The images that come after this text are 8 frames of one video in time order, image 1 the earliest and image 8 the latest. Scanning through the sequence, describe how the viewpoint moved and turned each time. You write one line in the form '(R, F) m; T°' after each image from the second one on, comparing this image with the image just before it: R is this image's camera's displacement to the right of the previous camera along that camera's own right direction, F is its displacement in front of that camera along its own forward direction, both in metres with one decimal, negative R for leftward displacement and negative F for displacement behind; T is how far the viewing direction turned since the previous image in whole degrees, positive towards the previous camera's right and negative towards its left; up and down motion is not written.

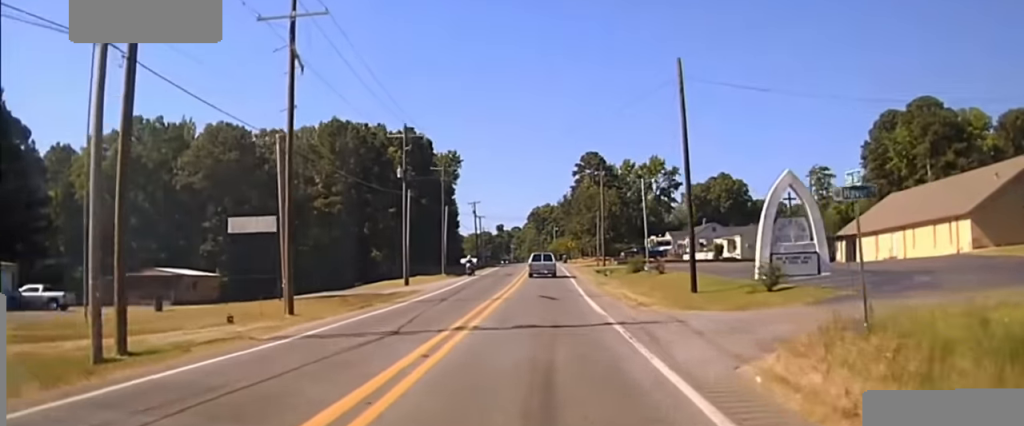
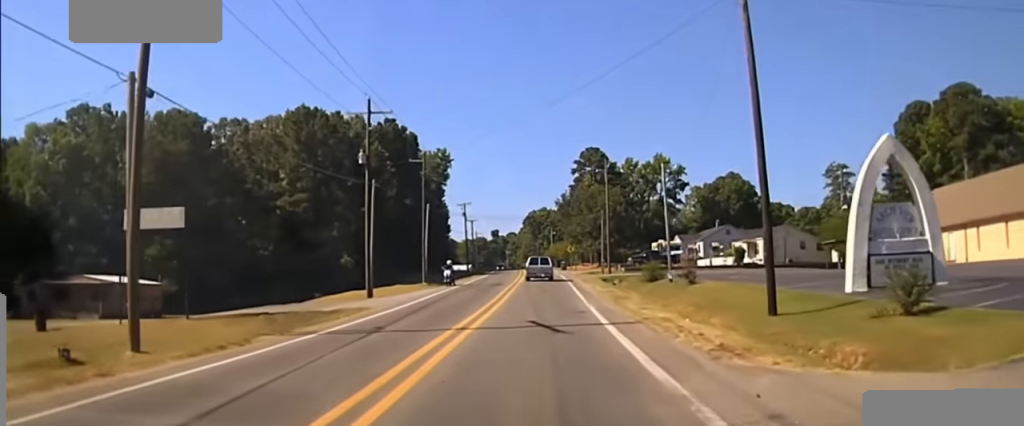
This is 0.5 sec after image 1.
(0.0, +11.3) m; 0°
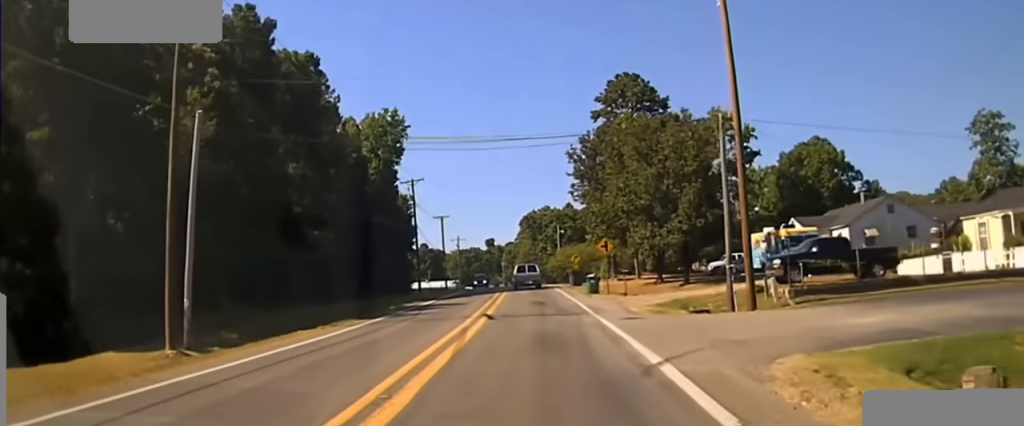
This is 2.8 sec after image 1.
(+0.2, +56.1) m; 0°
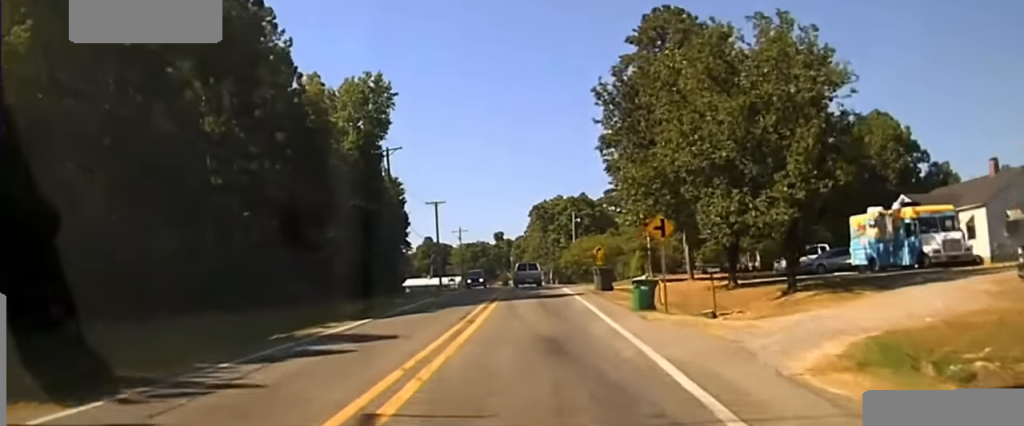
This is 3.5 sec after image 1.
(-0.1, +17.7) m; 0°
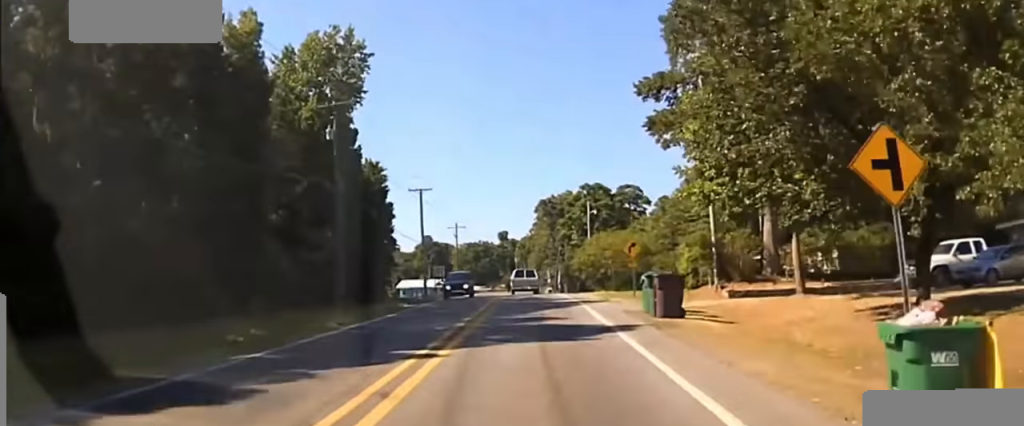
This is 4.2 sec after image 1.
(+0.2, +20.2) m; 0°
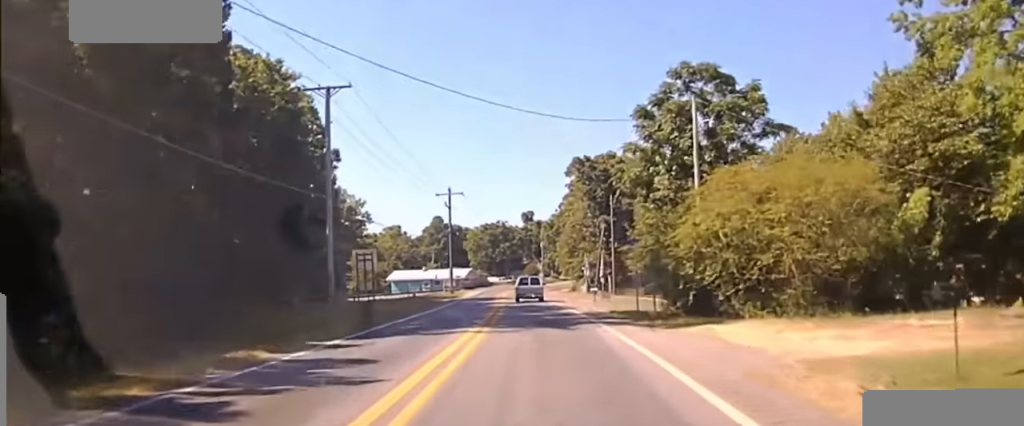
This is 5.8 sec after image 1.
(-0.8, +48.1) m; -3°
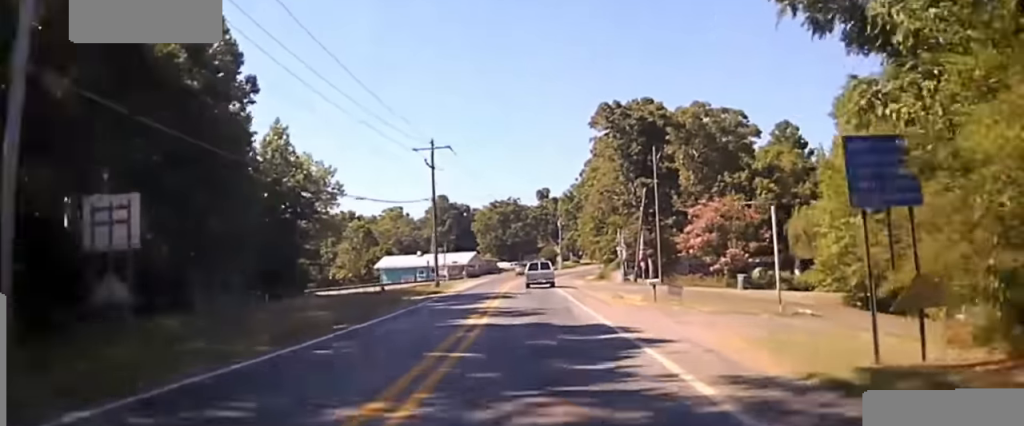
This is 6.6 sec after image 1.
(-0.3, +24.1) m; -1°
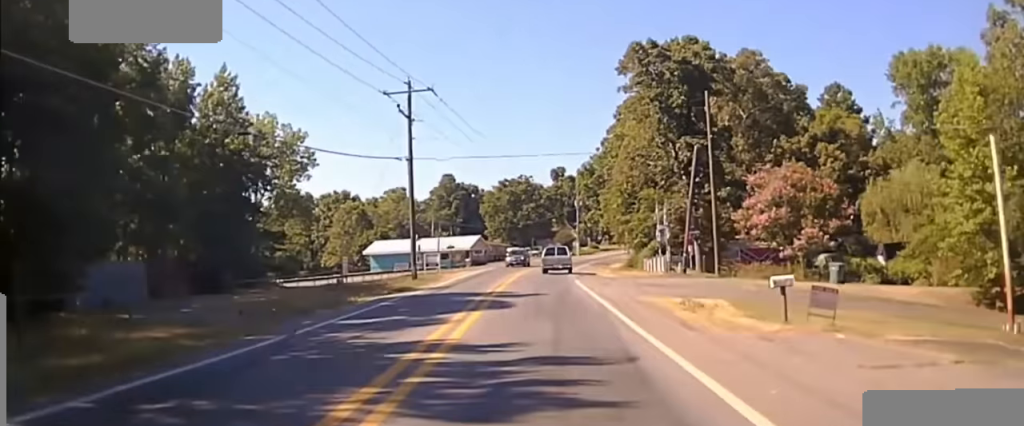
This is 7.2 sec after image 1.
(-0.2, +18.8) m; -1°
